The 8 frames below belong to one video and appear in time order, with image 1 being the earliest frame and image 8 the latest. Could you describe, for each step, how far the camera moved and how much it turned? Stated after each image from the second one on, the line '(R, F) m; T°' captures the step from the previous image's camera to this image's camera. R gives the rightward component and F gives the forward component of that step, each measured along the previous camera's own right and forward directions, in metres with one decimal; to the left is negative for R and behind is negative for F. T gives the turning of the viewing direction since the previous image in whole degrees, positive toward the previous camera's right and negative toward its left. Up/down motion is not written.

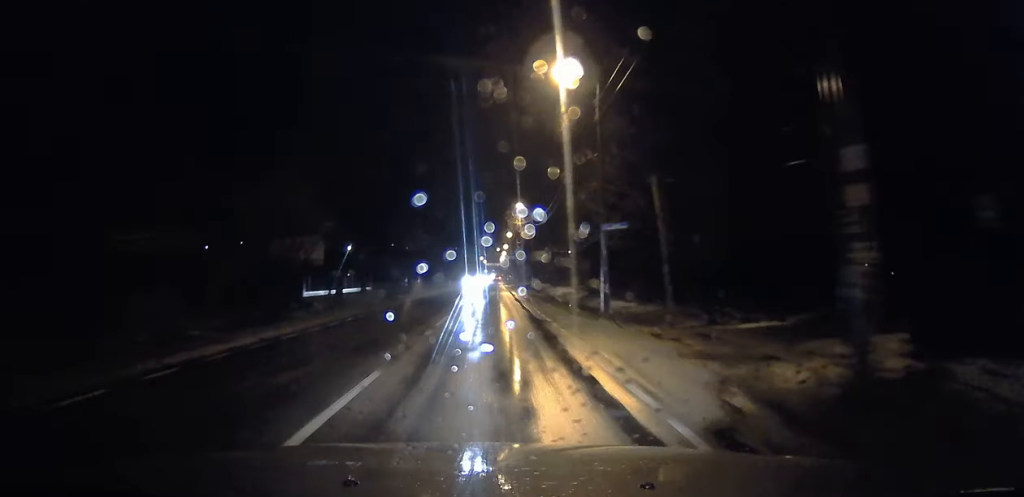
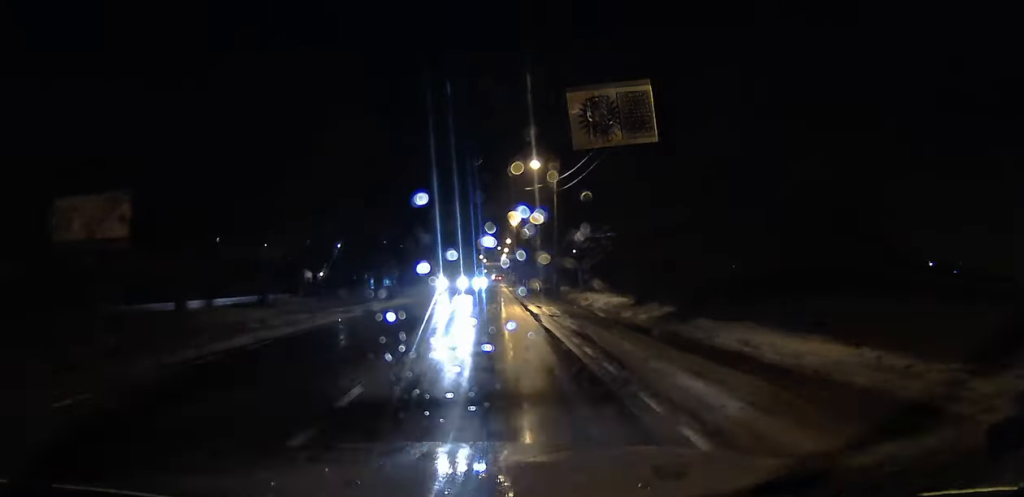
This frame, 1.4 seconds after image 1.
(0.0, +23.9) m; 0°
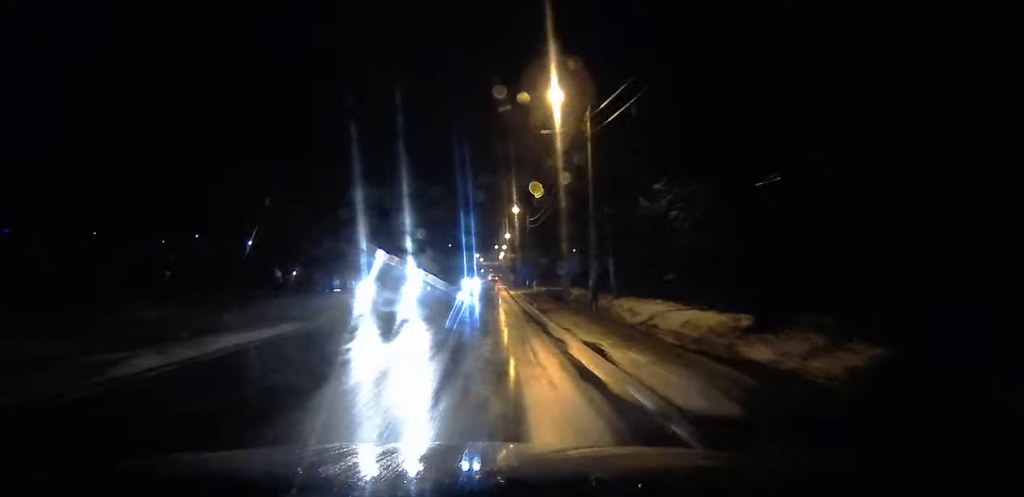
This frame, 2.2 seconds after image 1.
(-0.1, +15.8) m; +1°
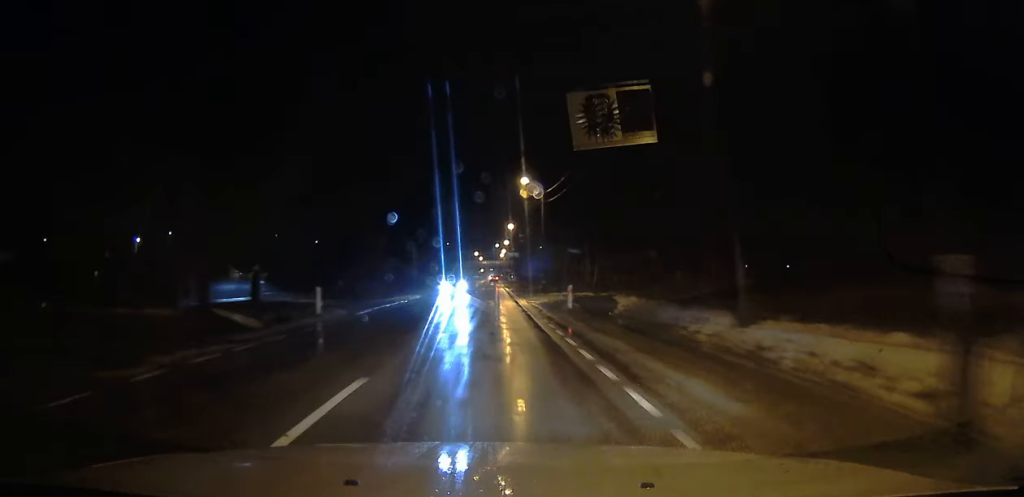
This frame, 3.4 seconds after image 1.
(+0.4, +20.4) m; +1°
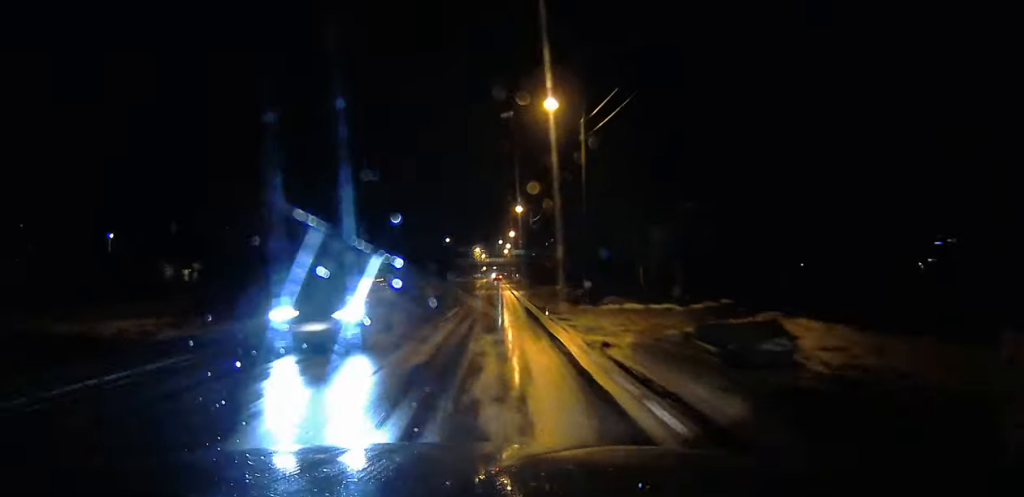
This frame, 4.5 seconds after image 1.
(-0.1, +20.4) m; -1°
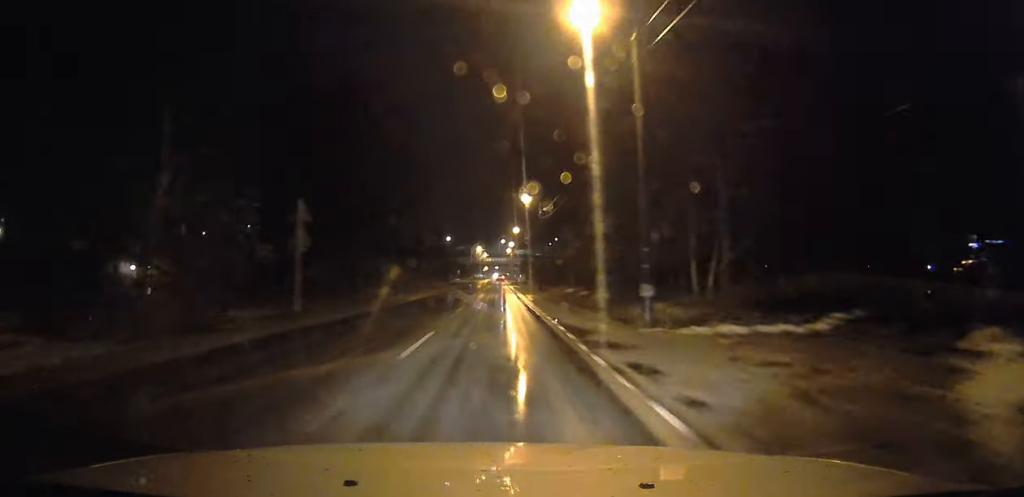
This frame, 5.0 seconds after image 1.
(-0.1, +9.7) m; -1°
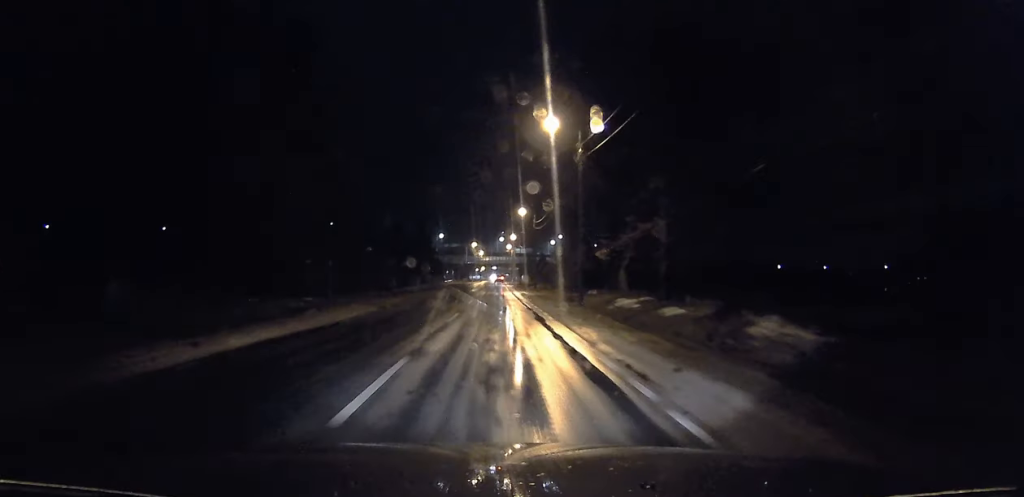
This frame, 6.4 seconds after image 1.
(-0.1, +27.9) m; 0°
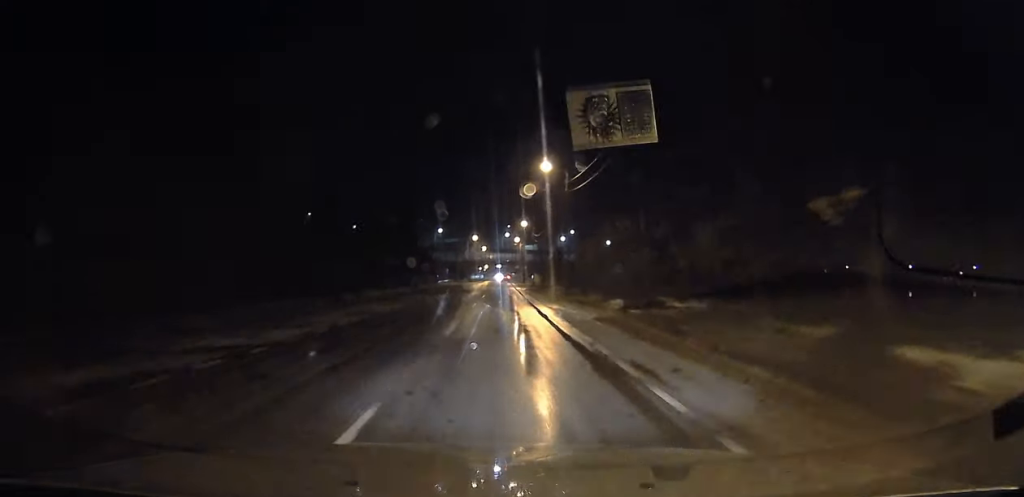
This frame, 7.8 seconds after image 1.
(0.0, +27.4) m; 0°
